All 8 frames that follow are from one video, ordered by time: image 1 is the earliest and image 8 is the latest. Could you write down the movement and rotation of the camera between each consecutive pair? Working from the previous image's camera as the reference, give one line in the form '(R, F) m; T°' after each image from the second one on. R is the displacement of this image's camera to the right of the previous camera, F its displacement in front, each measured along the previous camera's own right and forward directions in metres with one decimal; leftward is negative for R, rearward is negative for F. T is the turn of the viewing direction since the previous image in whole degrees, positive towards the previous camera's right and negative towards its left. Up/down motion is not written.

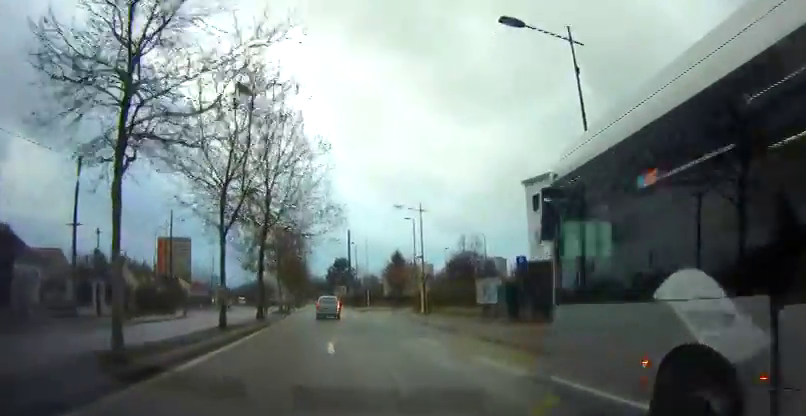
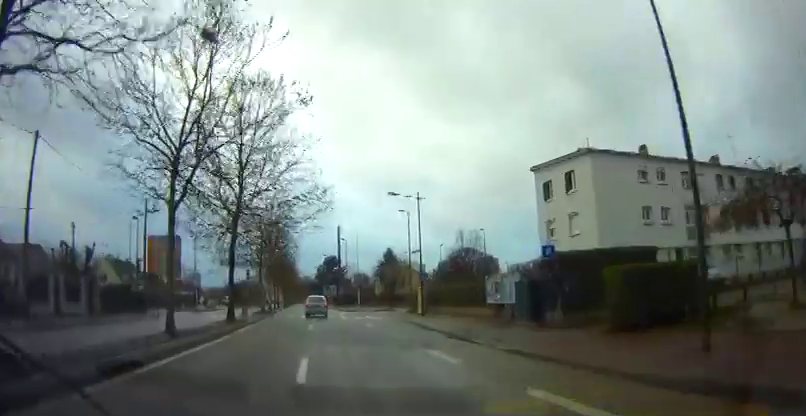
(0.0, +4.4) m; +2°
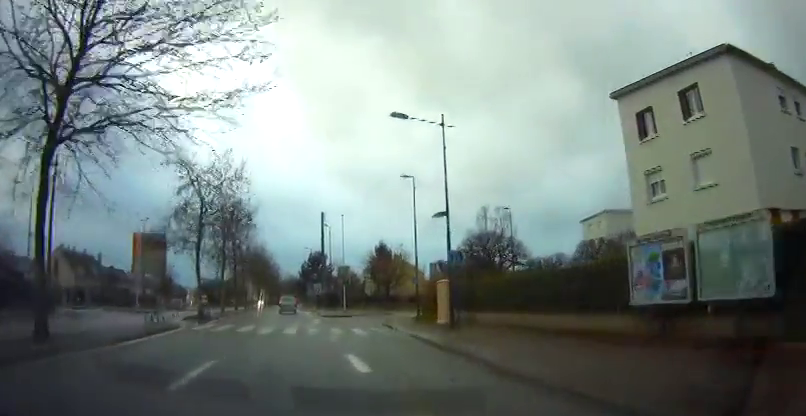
(+0.8, +14.8) m; +5°
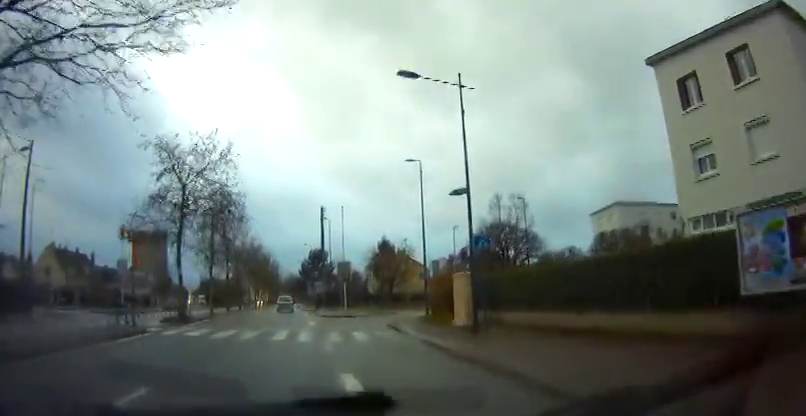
(-0.1, +3.7) m; +1°
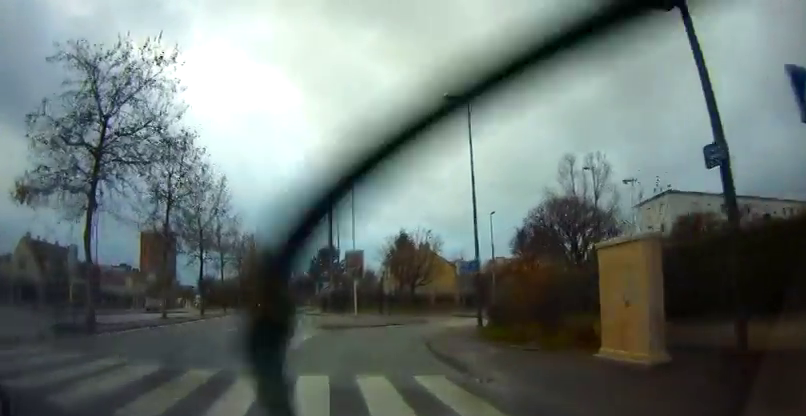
(+0.3, +11.4) m; -1°
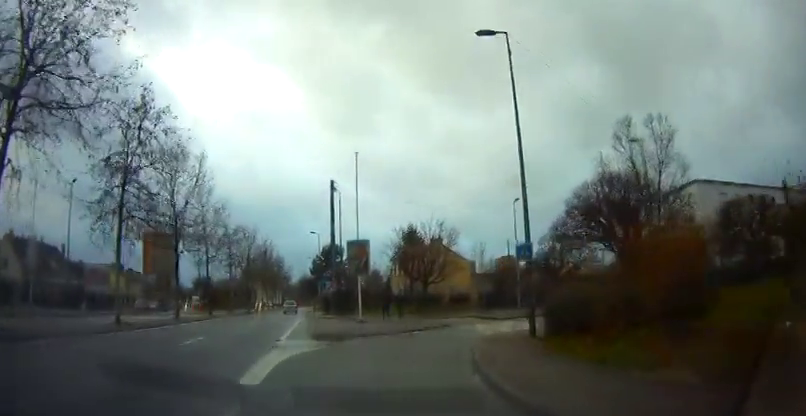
(-0.2, +6.2) m; -2°
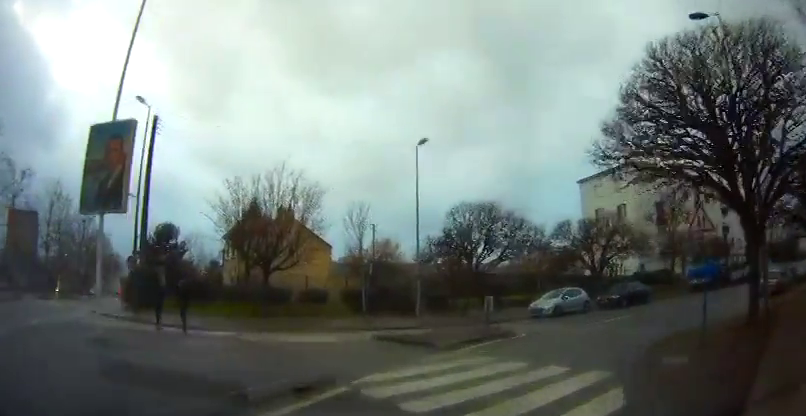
(+2.0, +17.2) m; +19°
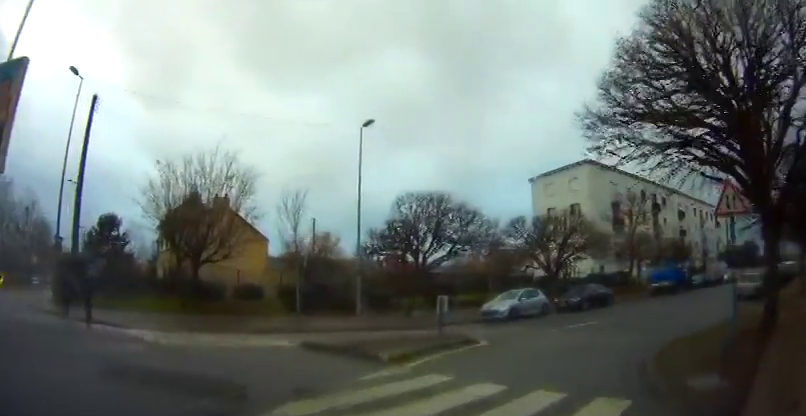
(-0.1, +2.8) m; +4°
